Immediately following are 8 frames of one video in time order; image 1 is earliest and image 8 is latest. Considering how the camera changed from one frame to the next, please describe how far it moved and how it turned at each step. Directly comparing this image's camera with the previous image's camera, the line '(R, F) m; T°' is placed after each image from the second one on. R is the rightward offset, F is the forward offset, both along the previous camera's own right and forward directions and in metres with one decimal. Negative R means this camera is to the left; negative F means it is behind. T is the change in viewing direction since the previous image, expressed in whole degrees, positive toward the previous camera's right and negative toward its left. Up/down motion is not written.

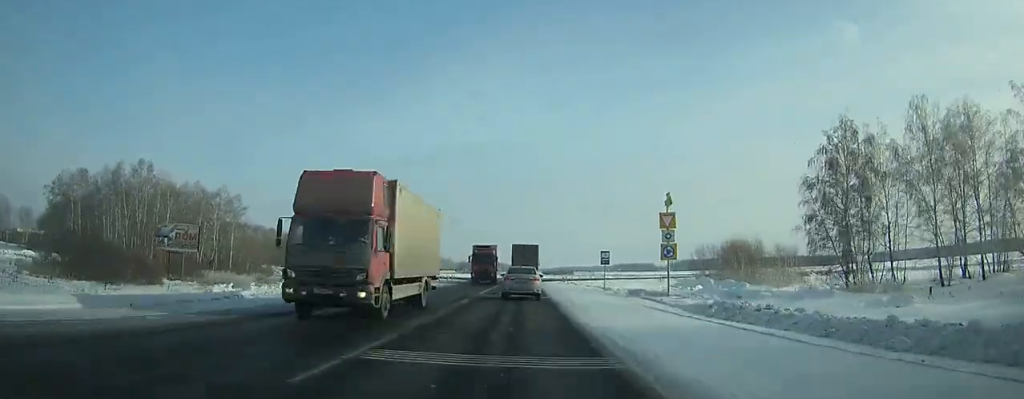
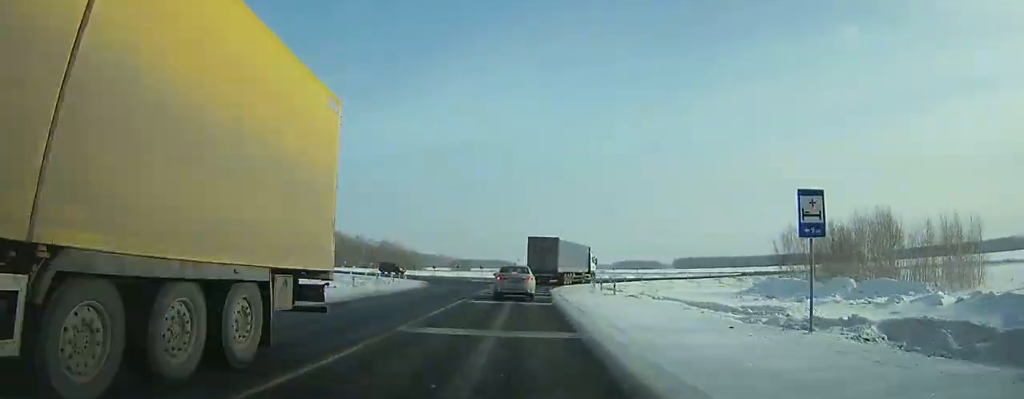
(0.0, +30.4) m; +1°
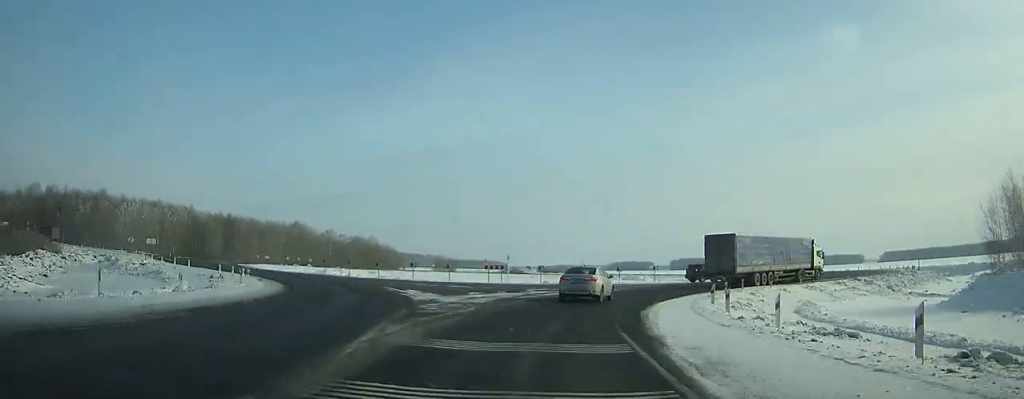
(+1.1, +36.6) m; +9°
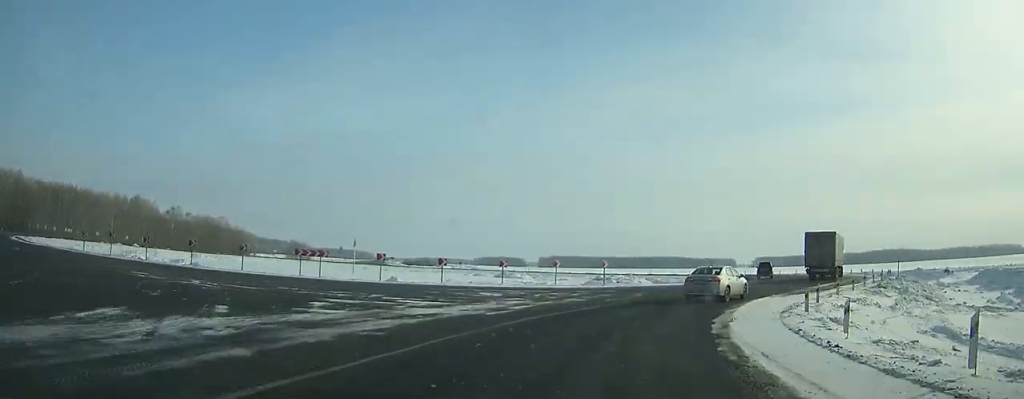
(+2.5, +23.7) m; +19°
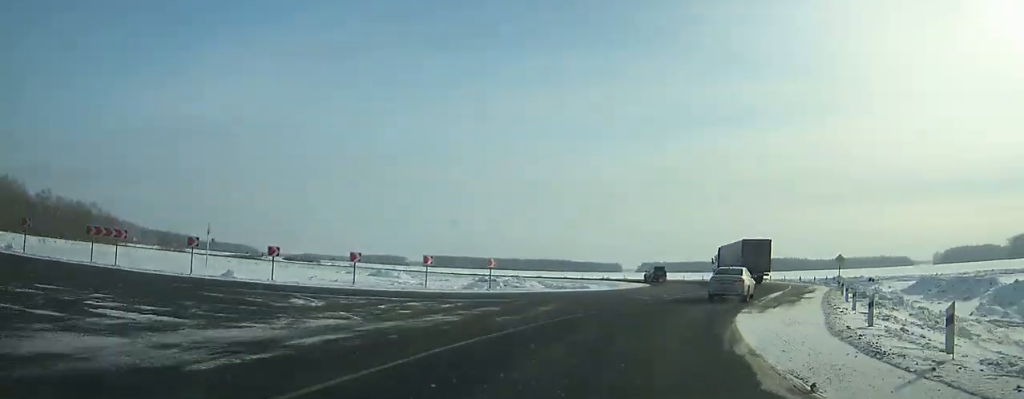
(+0.9, +10.3) m; +8°
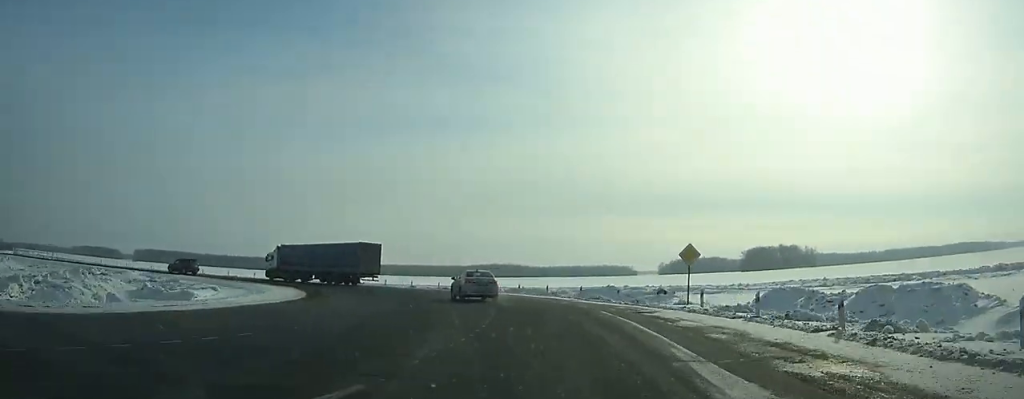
(+5.1, +27.5) m; +6°
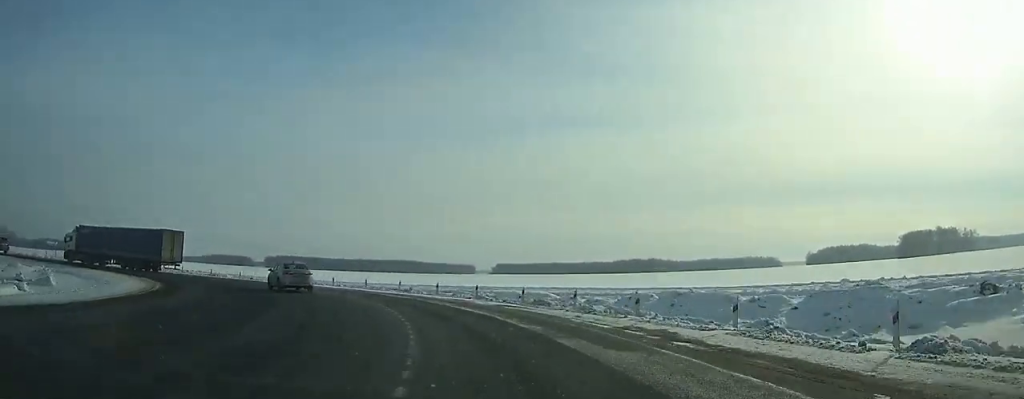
(-3.8, +30.9) m; -25°
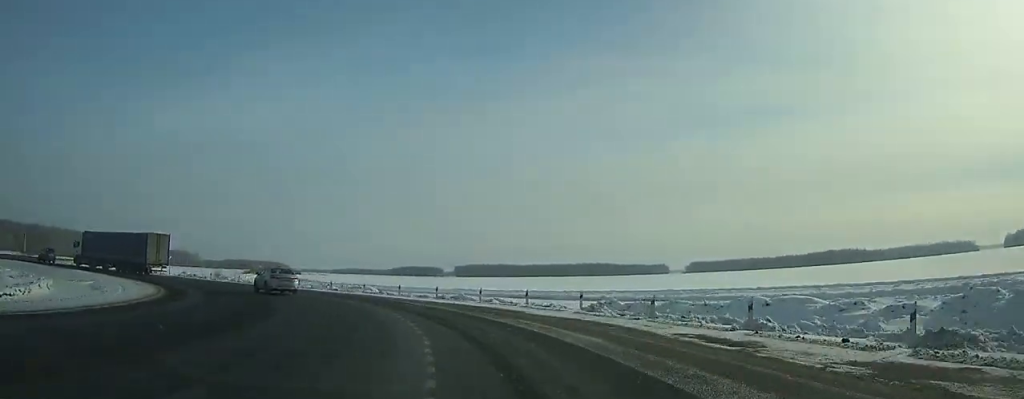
(-1.8, +18.4) m; -20°
